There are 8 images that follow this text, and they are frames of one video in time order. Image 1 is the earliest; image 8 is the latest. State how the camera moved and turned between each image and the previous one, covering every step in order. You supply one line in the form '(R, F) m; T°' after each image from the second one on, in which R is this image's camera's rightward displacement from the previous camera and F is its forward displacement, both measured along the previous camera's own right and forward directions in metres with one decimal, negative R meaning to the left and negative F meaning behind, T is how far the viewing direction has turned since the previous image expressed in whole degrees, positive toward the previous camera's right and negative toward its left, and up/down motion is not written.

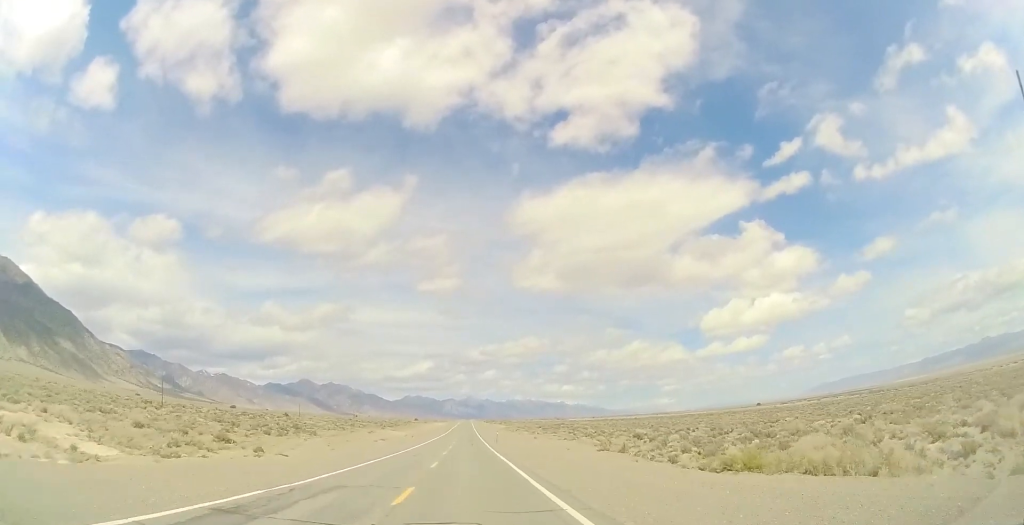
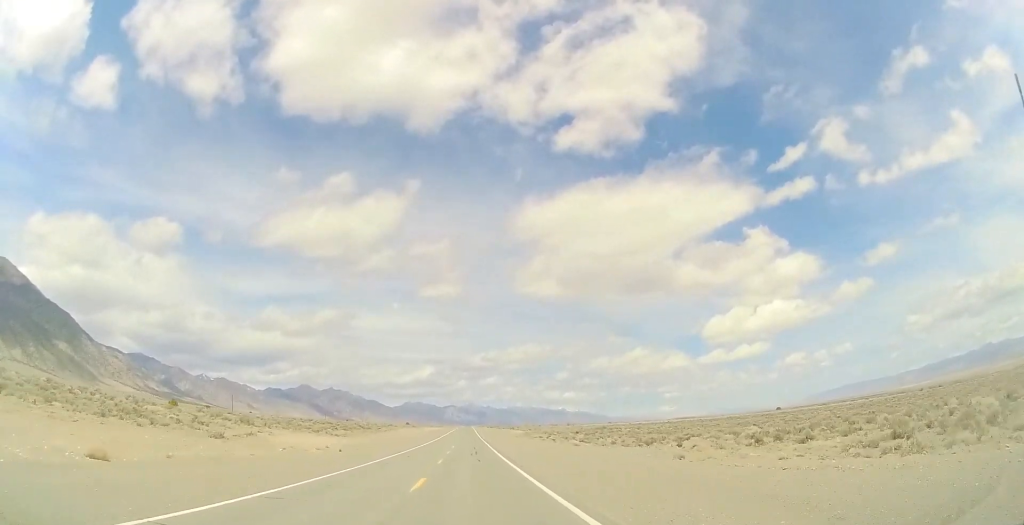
(0.0, +57.4) m; 0°
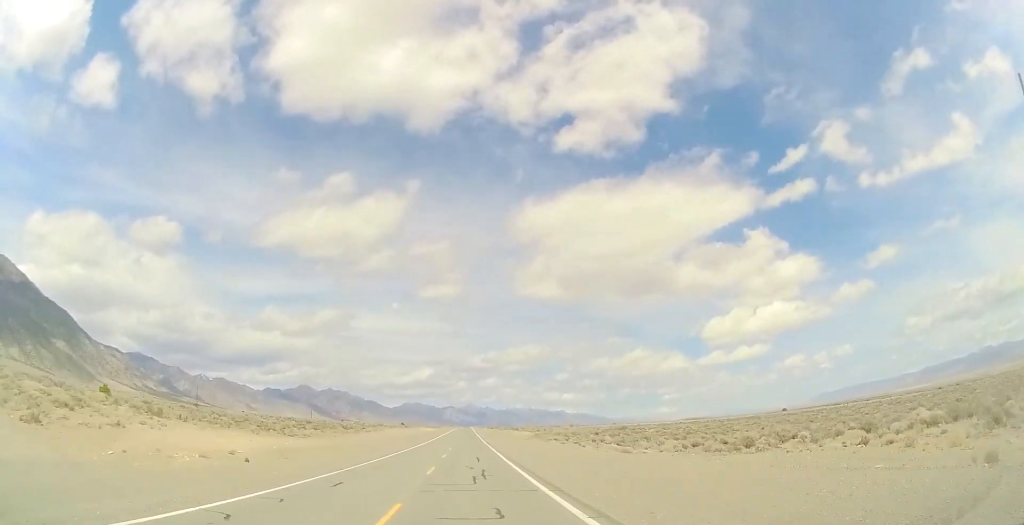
(0.0, +18.8) m; 0°
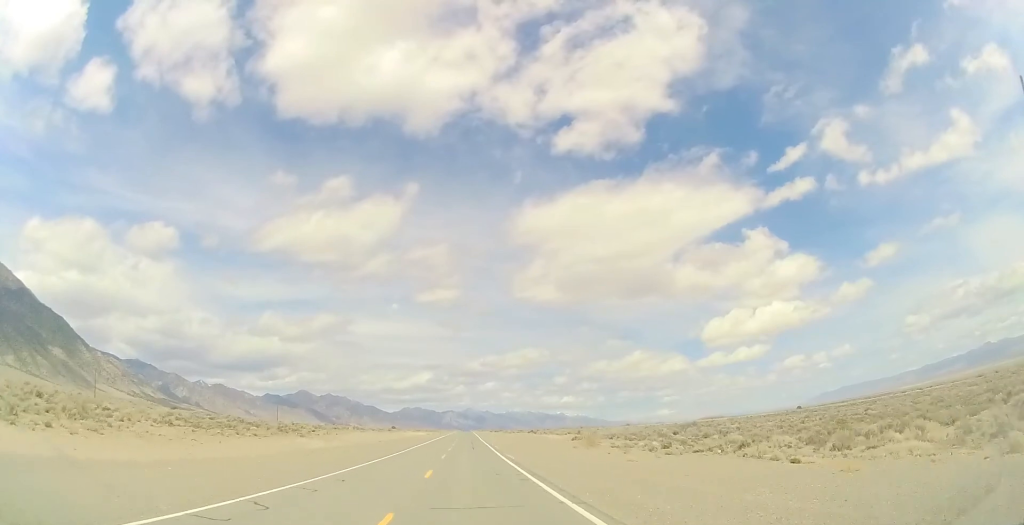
(-0.3, +37.4) m; 0°
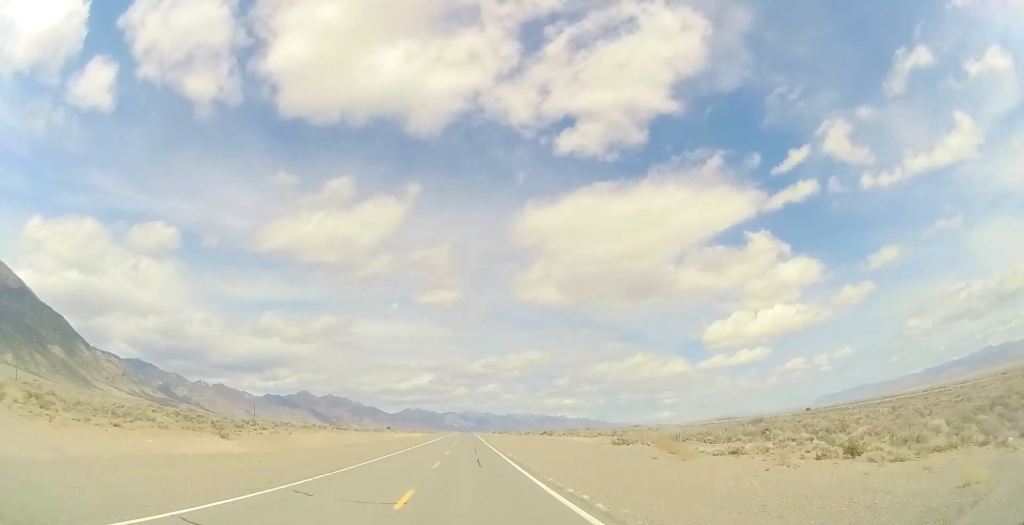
(-0.1, +19.8) m; 0°
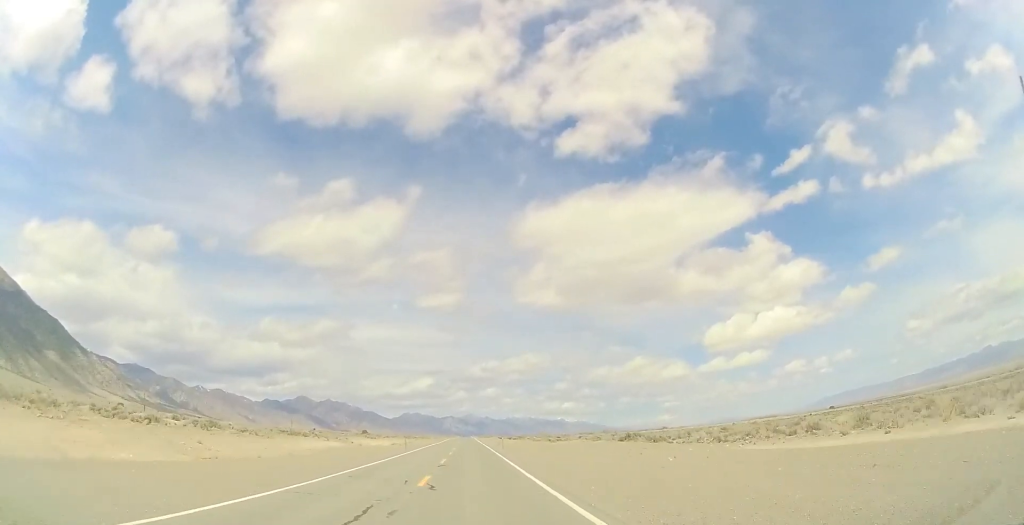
(+0.6, +55.9) m; +1°
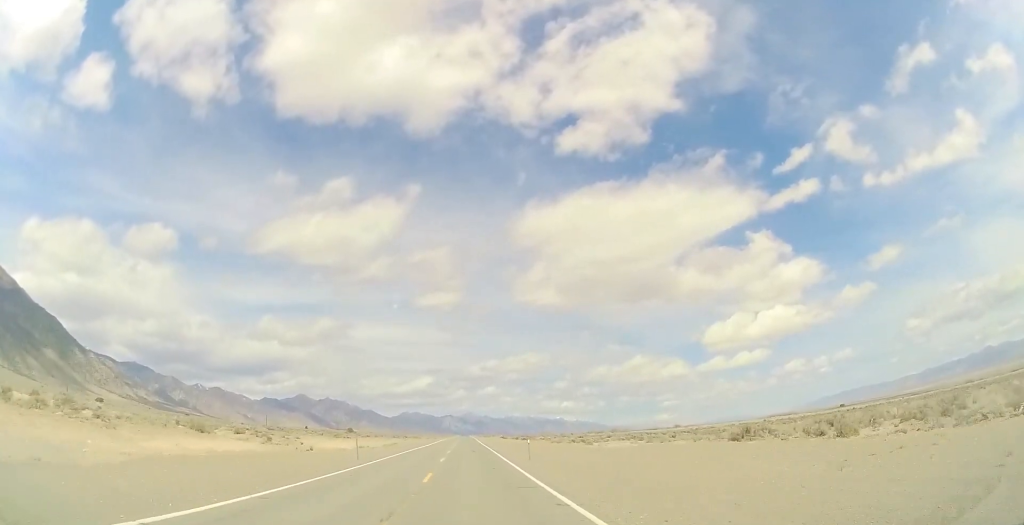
(0.0, +23.2) m; 0°
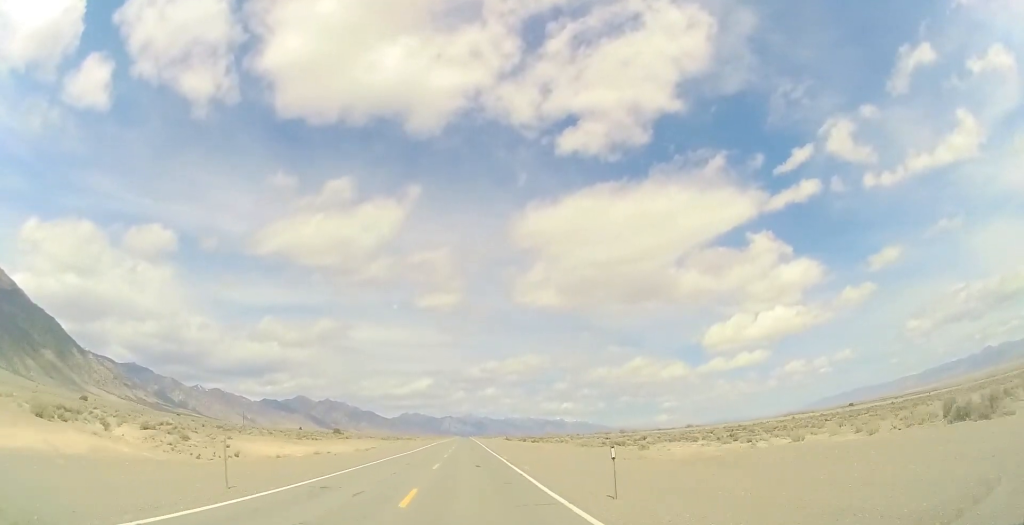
(0.0, +17.4) m; 0°
